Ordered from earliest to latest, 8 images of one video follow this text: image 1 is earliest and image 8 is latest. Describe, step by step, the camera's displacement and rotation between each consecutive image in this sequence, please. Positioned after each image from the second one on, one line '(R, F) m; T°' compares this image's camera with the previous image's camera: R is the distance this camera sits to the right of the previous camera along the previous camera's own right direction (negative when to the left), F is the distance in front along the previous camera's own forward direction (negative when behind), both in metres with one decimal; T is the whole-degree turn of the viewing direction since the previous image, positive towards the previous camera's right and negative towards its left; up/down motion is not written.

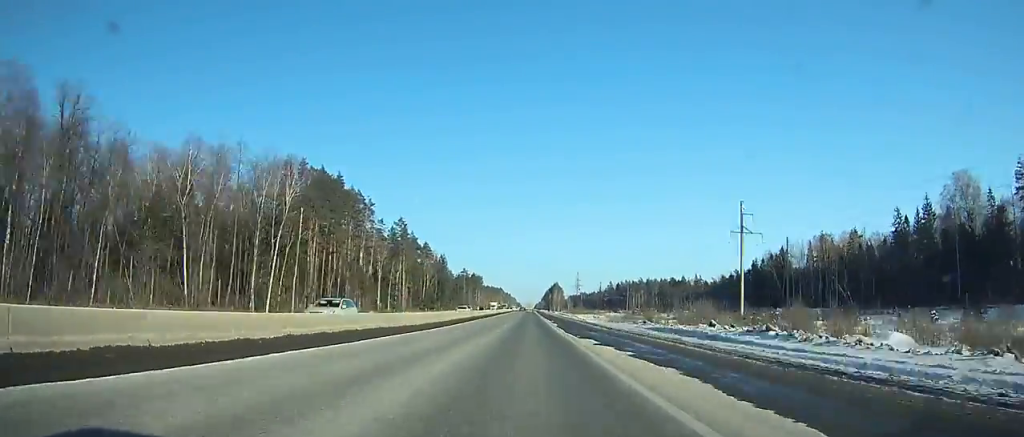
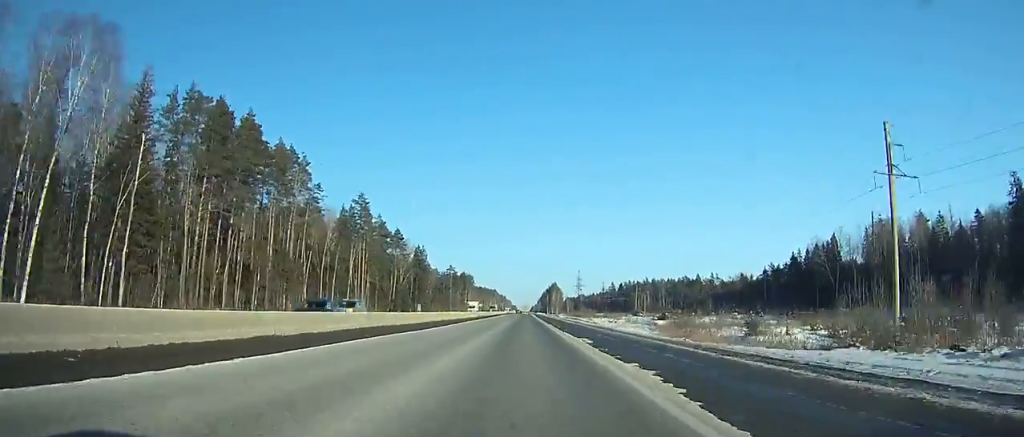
(0.0, +41.9) m; 0°
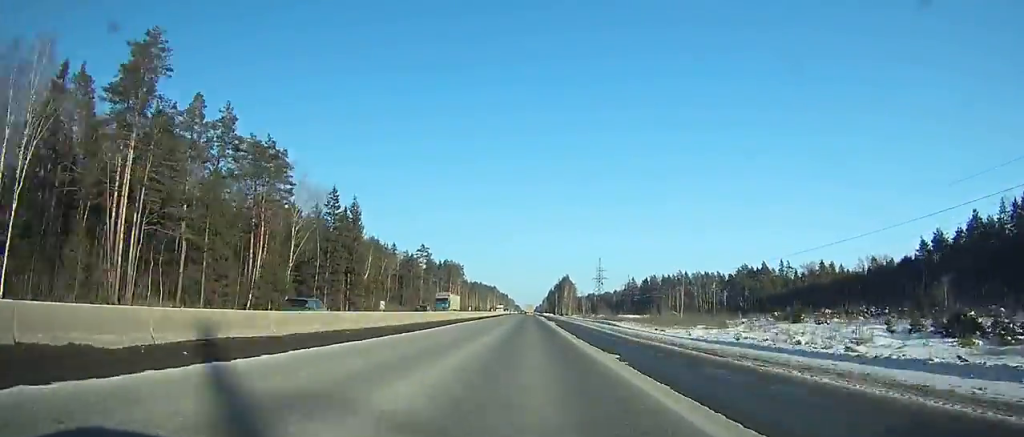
(-0.1, +95.0) m; 0°
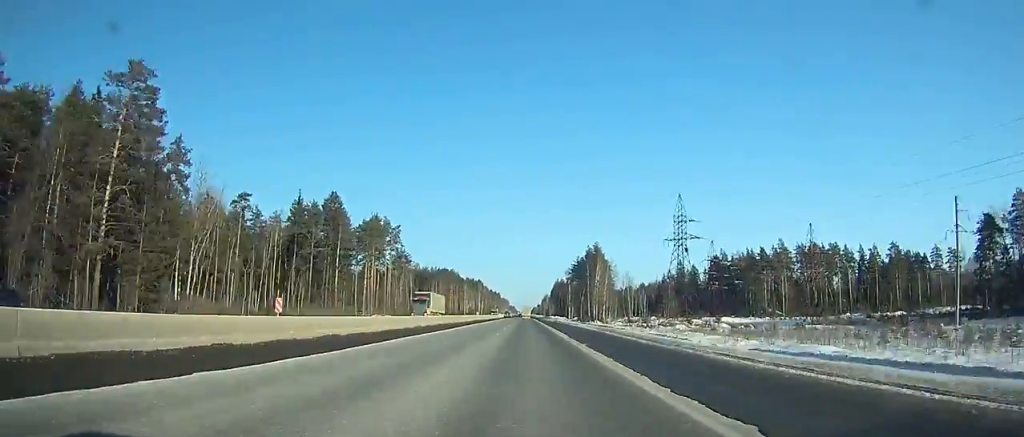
(0.0, +166.2) m; 0°
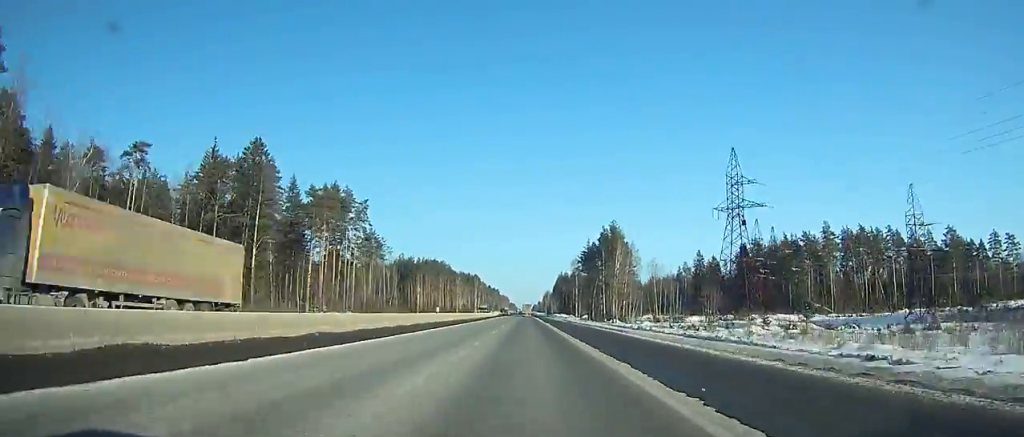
(+0.1, +35.8) m; 0°
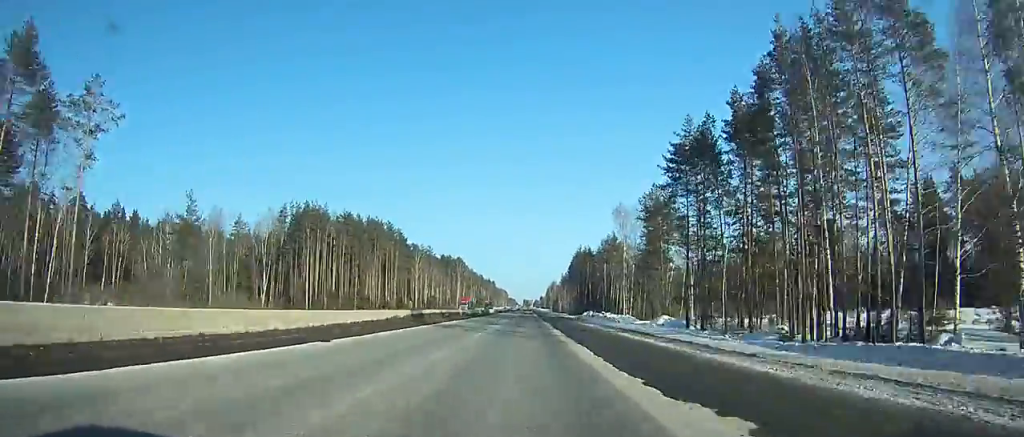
(+0.1, +110.3) m; 0°
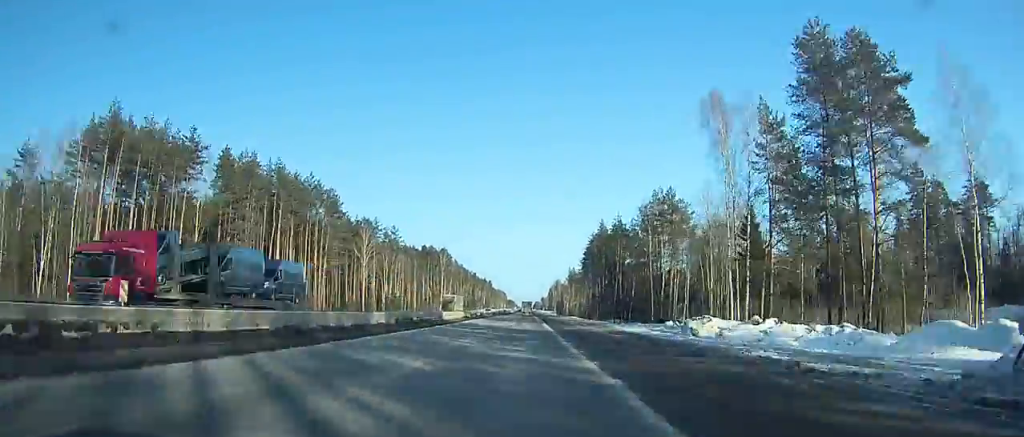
(-0.1, +63.7) m; 0°
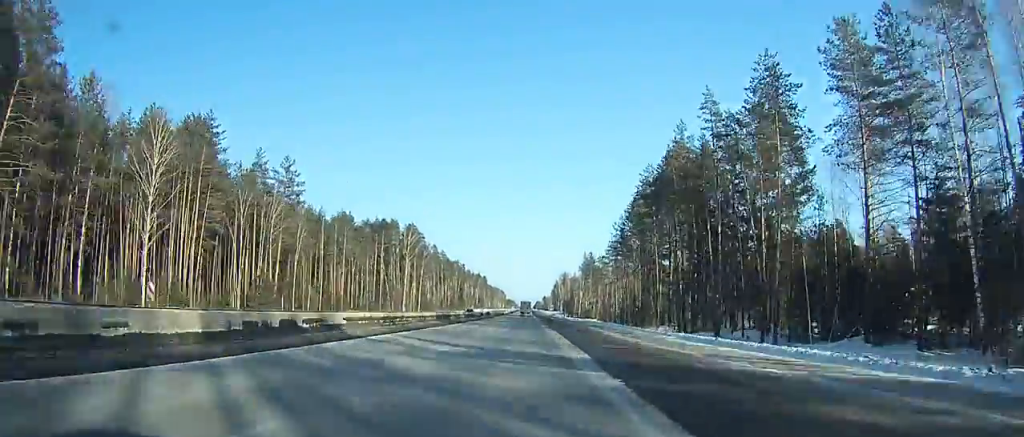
(+0.4, +81.7) m; -1°
